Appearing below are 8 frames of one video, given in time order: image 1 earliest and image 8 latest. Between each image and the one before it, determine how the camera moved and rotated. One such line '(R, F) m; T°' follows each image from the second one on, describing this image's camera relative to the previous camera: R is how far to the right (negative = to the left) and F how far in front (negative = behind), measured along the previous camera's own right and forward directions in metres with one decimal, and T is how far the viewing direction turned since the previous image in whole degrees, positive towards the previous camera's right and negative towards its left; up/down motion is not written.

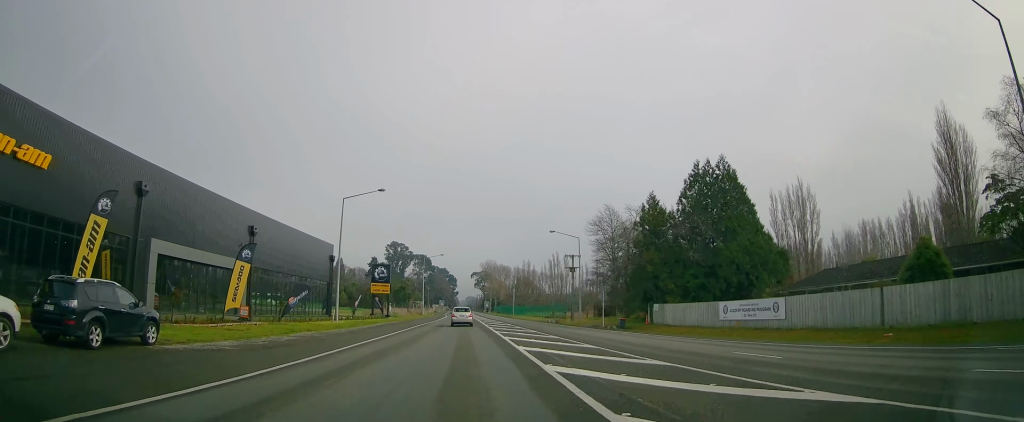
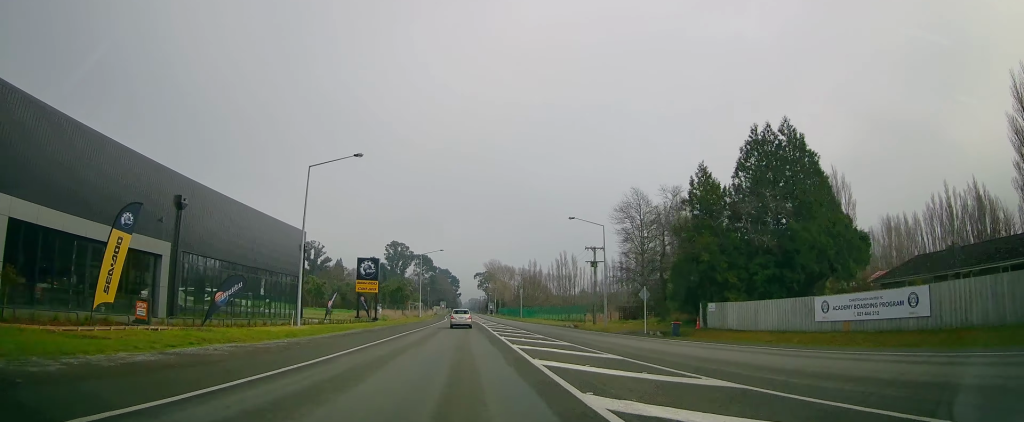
(+0.1, +11.7) m; 0°
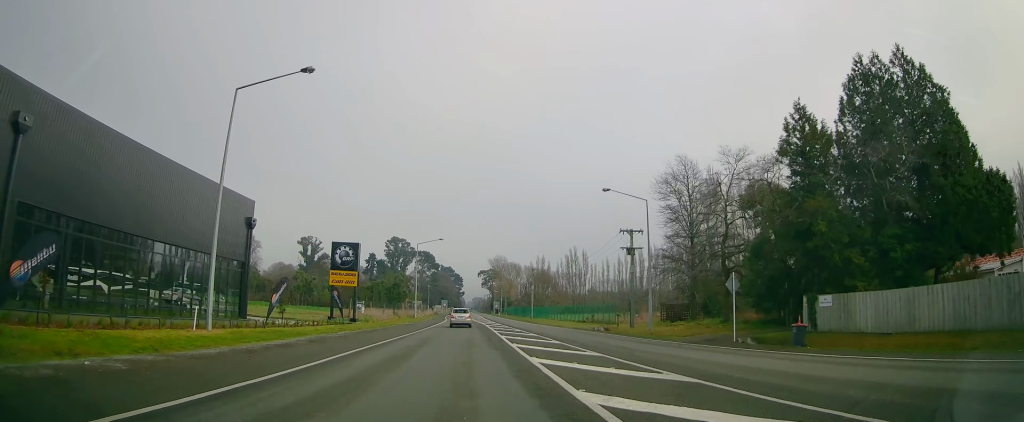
(+0.1, +13.6) m; 0°
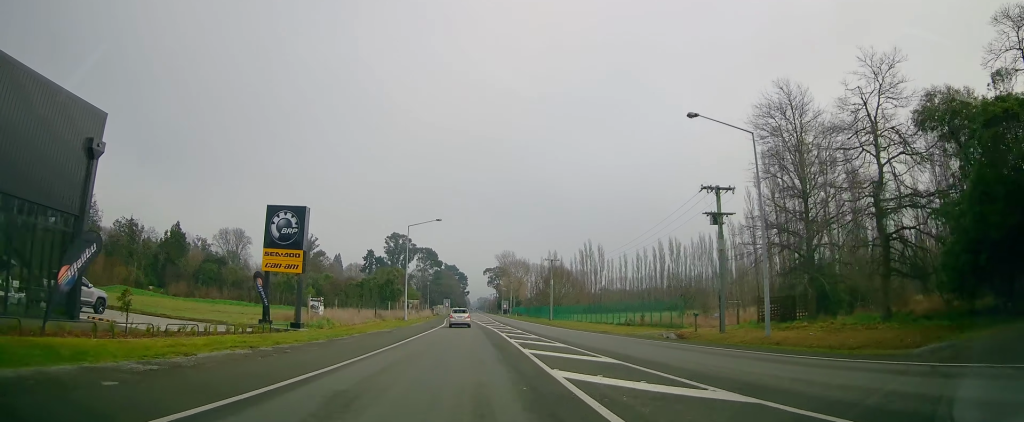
(-0.1, +17.6) m; 0°
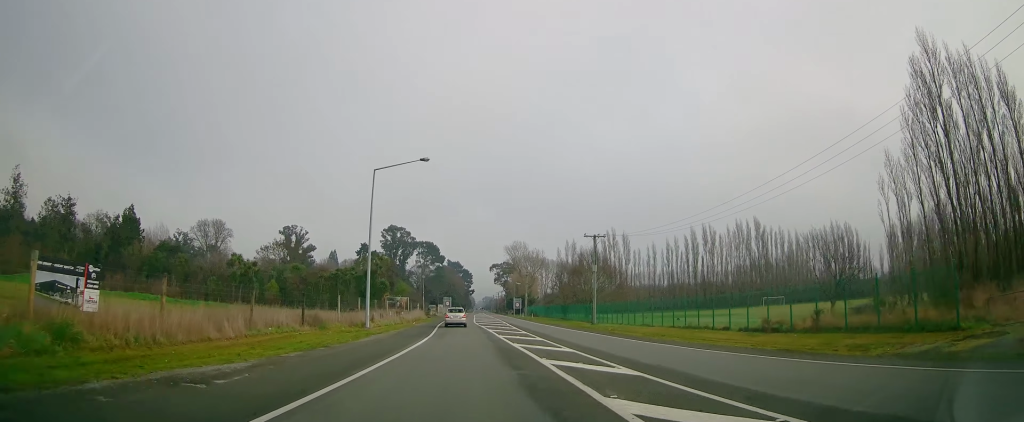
(-0.1, +25.0) m; -1°
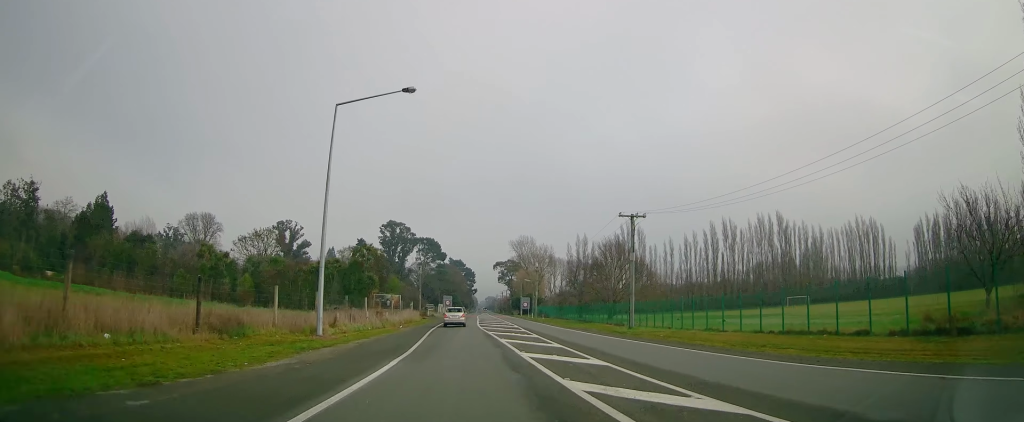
(0.0, +11.9) m; 0°
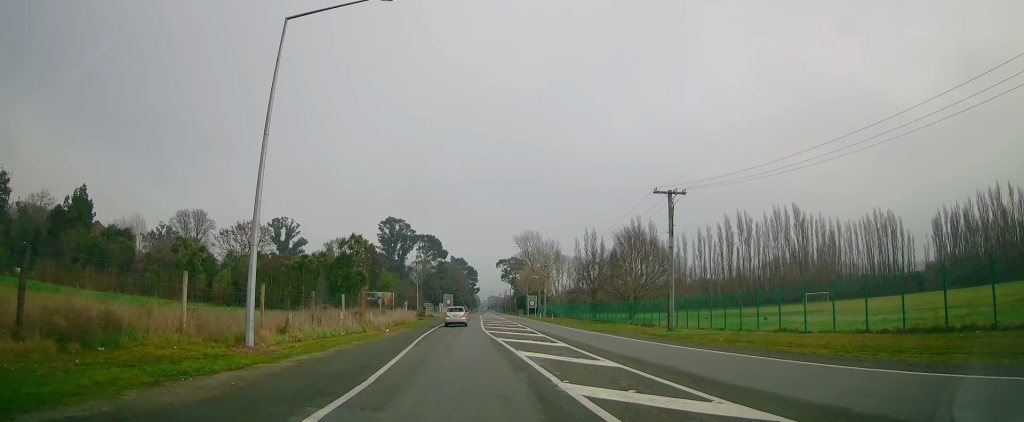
(0.0, +7.9) m; 0°
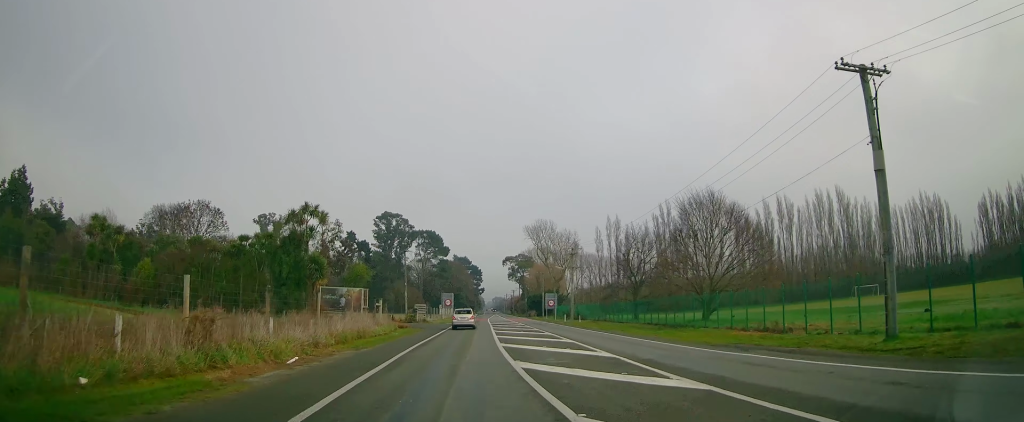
(-0.1, +18.7) m; -1°
